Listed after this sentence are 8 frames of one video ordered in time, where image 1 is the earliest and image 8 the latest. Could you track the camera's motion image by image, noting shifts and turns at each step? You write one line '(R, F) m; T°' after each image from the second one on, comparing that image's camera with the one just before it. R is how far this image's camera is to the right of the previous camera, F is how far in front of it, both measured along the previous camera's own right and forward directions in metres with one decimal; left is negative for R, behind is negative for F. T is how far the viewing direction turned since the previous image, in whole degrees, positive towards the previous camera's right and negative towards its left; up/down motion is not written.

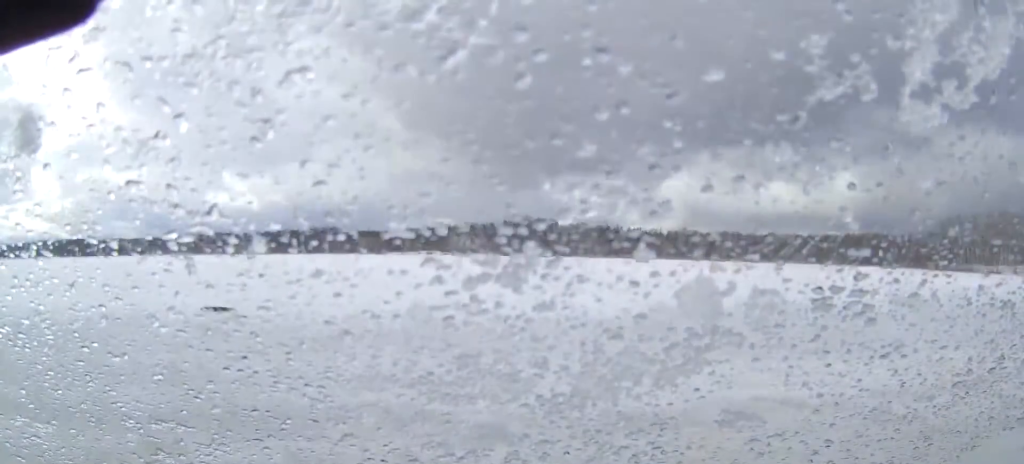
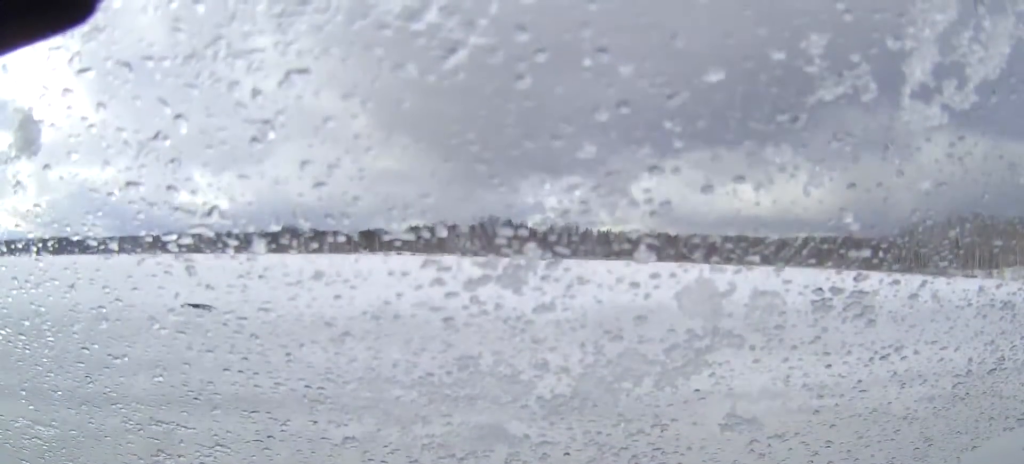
(-0.7, +0.9) m; -8°
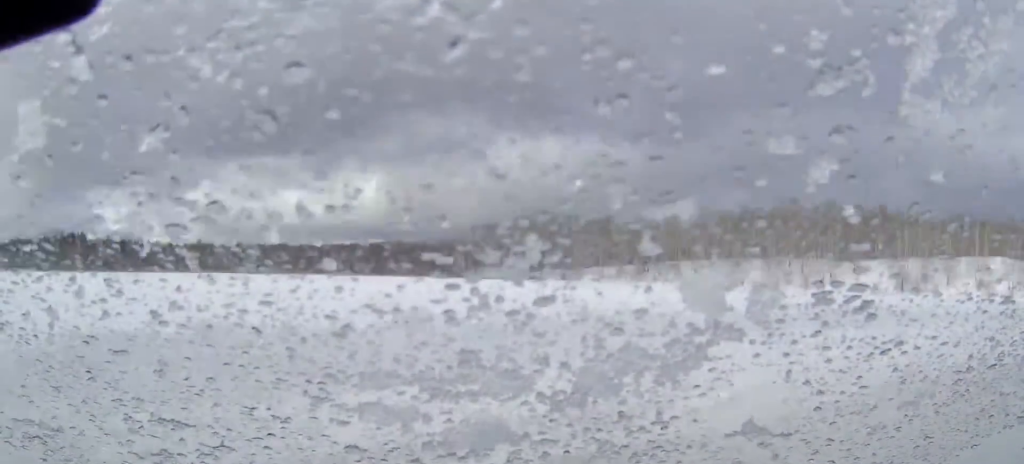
(+2.7, +8.1) m; +38°
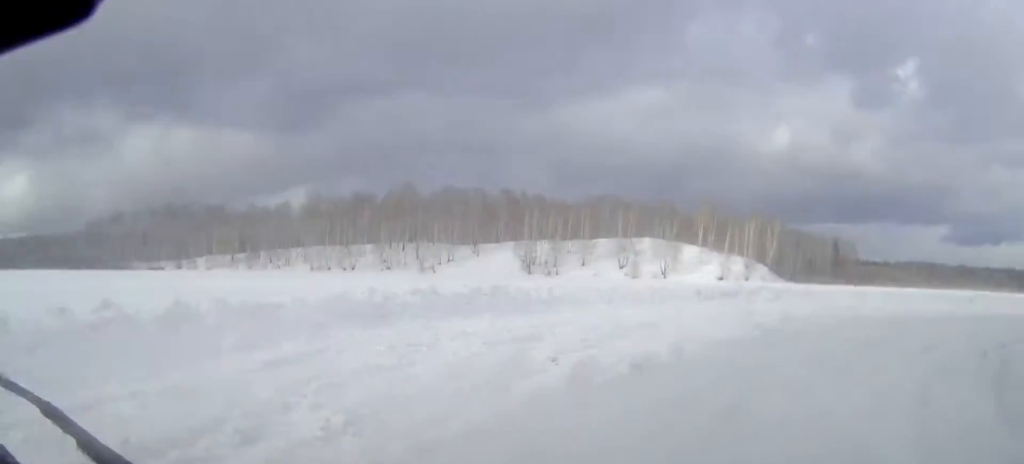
(+0.4, +4.1) m; +10°
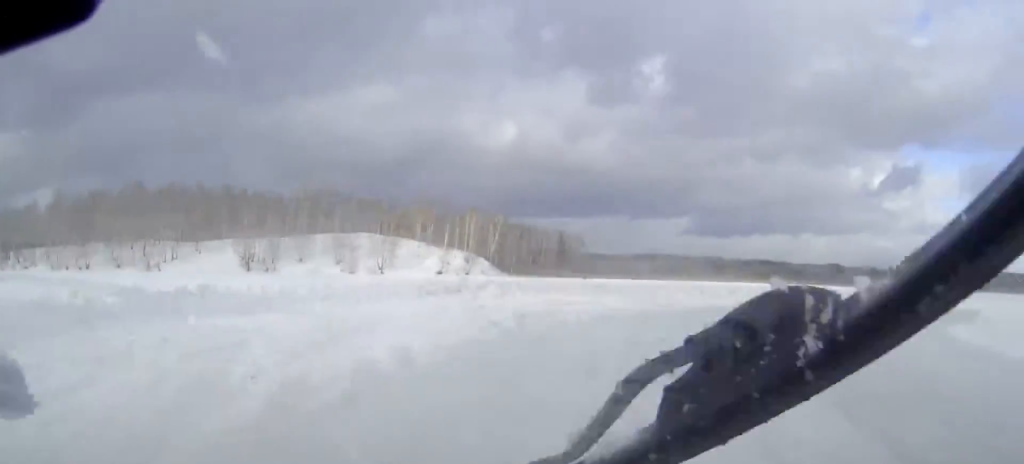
(+0.2, +3.9) m; +8°
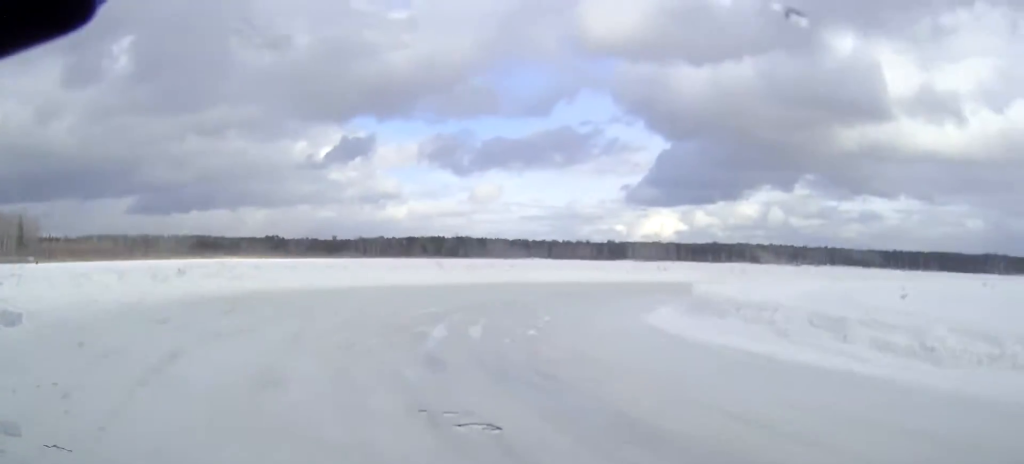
(+4.0, +15.6) m; +27°
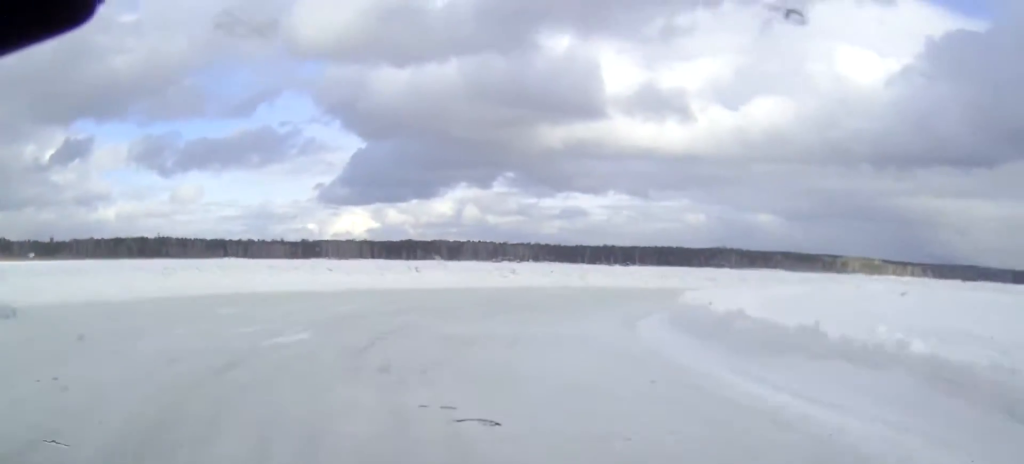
(+2.4, +14.0) m; +23°
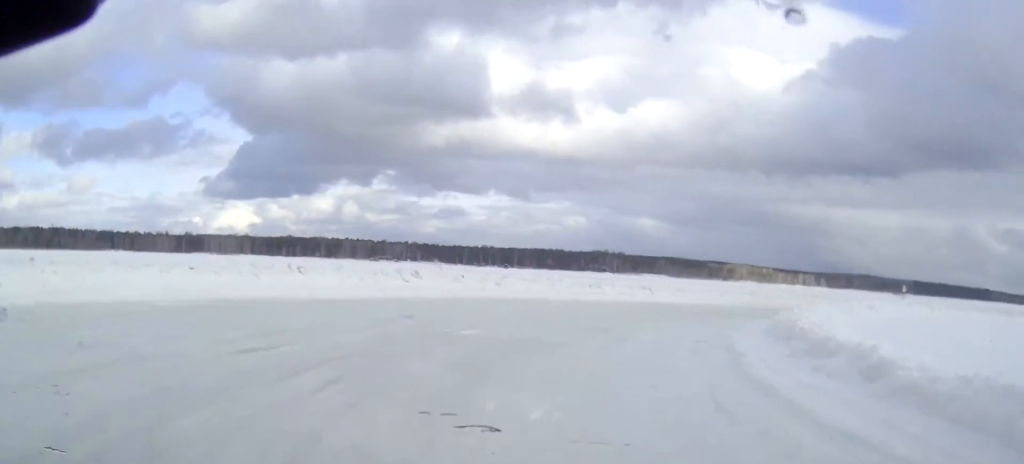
(+1.1, +7.6) m; +15°
